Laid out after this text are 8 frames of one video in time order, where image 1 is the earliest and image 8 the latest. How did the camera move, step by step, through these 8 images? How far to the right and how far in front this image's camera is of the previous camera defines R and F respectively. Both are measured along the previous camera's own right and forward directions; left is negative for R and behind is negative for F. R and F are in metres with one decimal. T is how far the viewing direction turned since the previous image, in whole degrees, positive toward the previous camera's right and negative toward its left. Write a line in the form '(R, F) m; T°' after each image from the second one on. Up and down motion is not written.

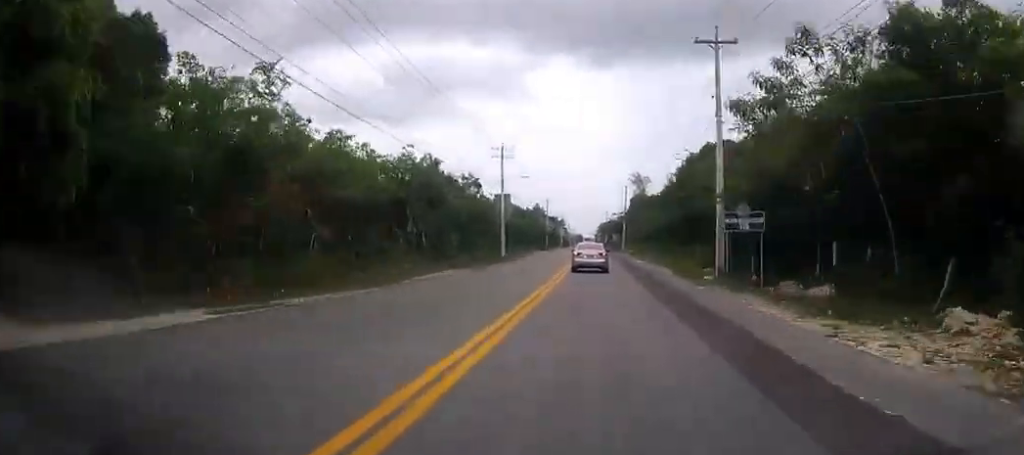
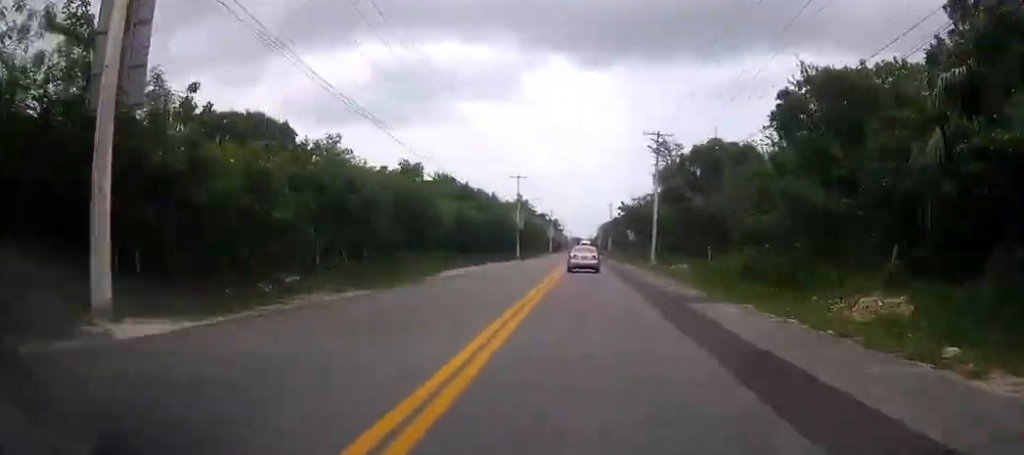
(0.0, +56.0) m; 0°
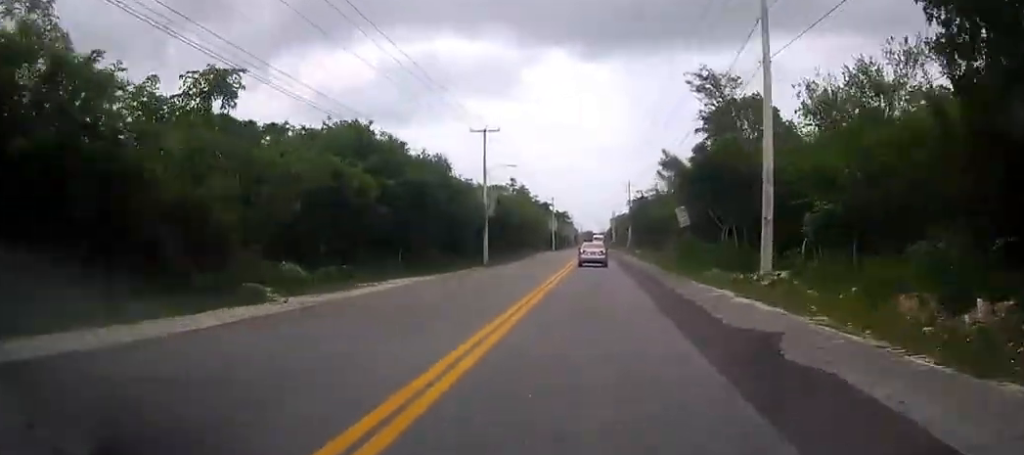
(0.0, +35.6) m; 0°
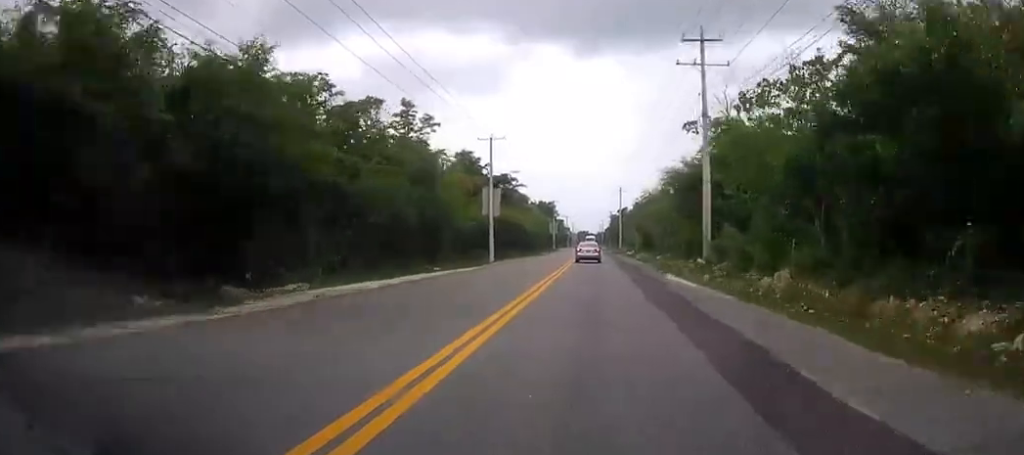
(-0.3, +77.0) m; 0°
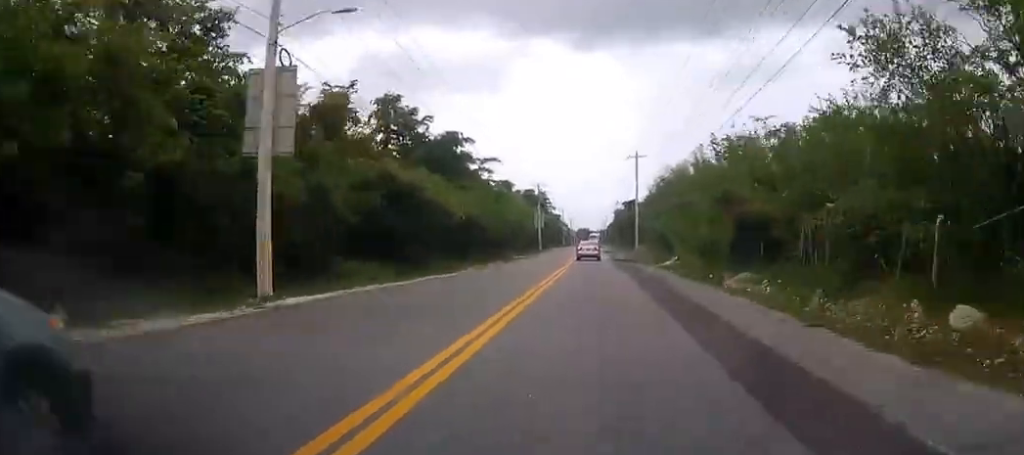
(+0.1, +42.1) m; 0°
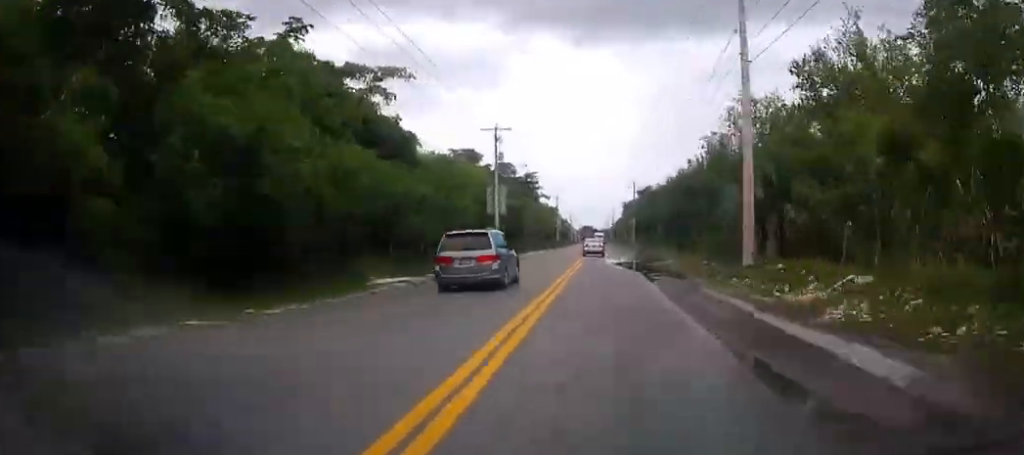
(-0.2, +50.4) m; 0°
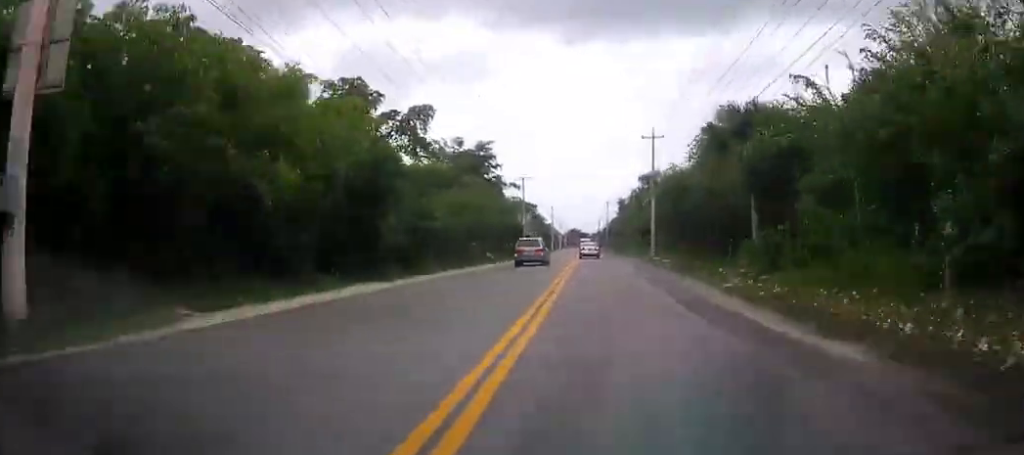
(+0.2, +49.2) m; 0°
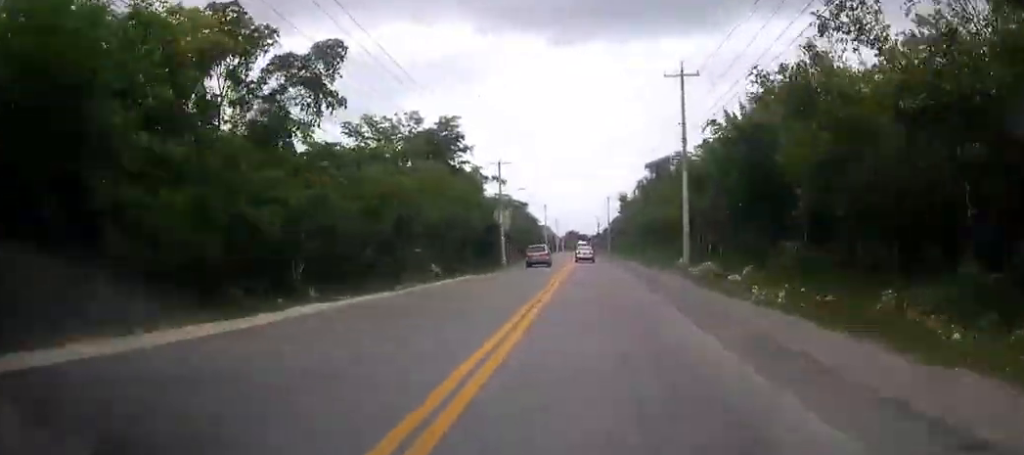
(0.0, +22.5) m; 0°
